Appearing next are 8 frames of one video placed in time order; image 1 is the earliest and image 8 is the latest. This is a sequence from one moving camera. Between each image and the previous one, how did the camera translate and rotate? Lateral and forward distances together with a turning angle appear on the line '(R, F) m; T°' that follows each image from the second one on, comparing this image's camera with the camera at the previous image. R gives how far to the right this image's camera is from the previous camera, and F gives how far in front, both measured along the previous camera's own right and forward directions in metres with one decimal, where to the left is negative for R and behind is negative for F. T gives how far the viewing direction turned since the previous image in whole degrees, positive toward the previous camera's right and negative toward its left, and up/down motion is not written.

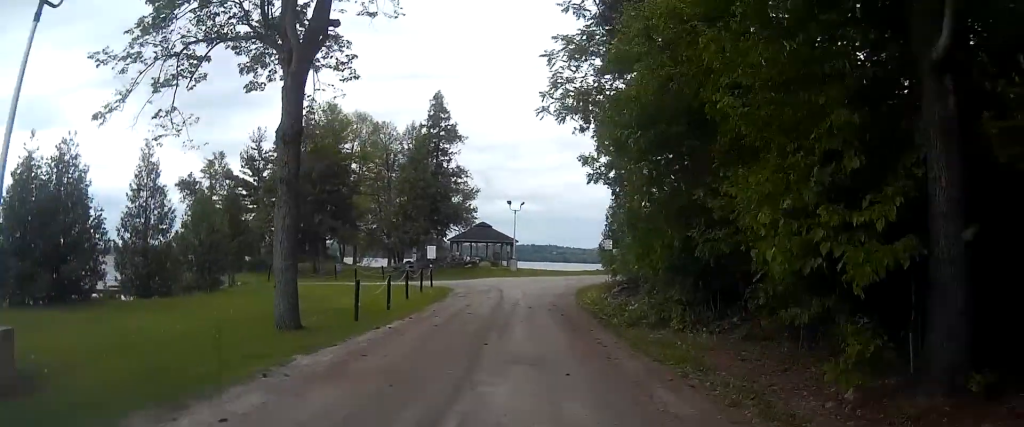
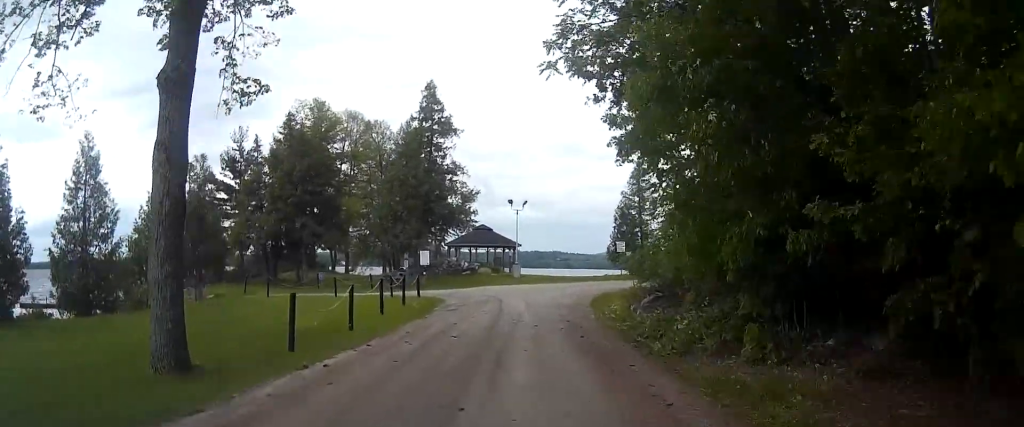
(0.0, +5.8) m; 0°
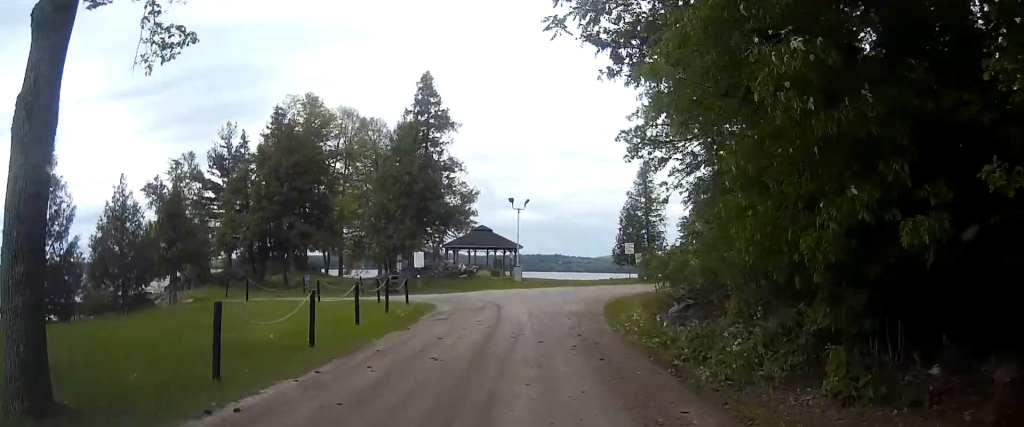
(0.0, +3.6) m; 0°
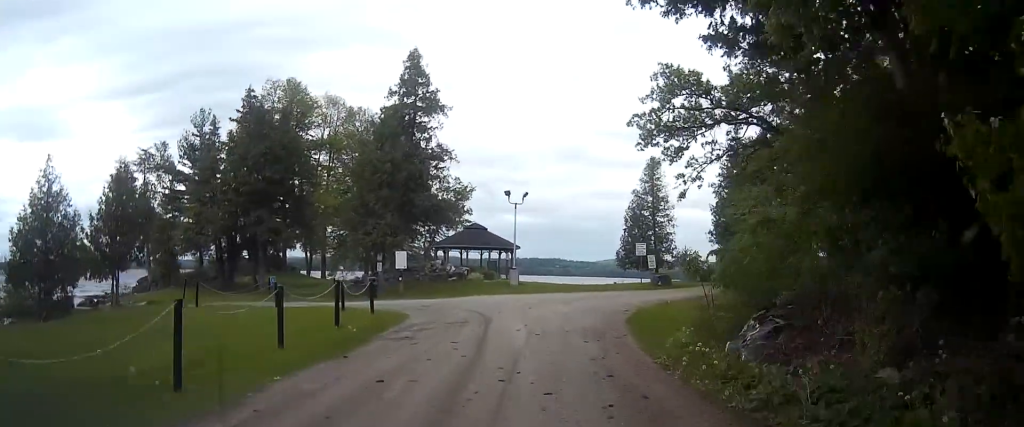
(0.0, +6.0) m; -1°
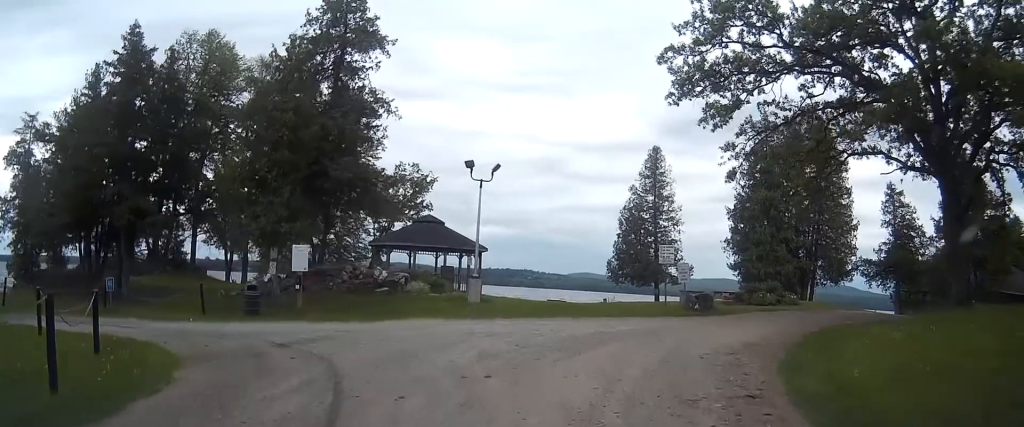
(-0.1, +16.7) m; +2°
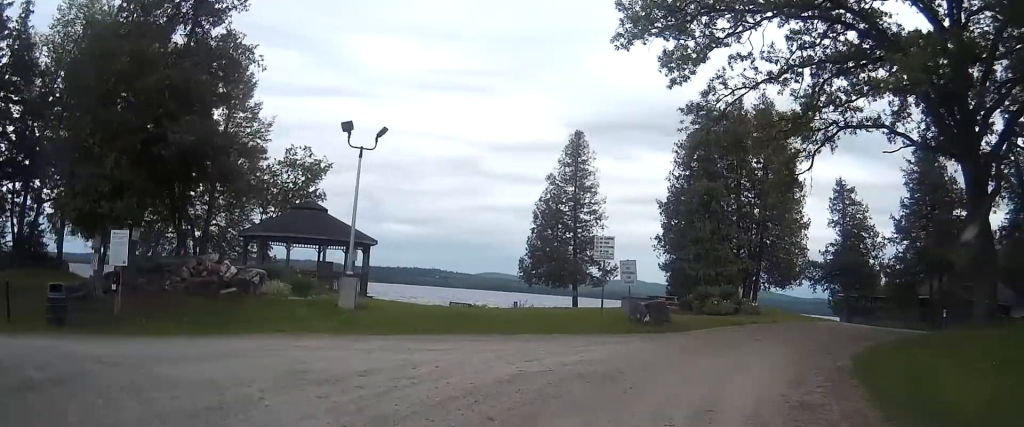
(+0.4, +8.8) m; +7°
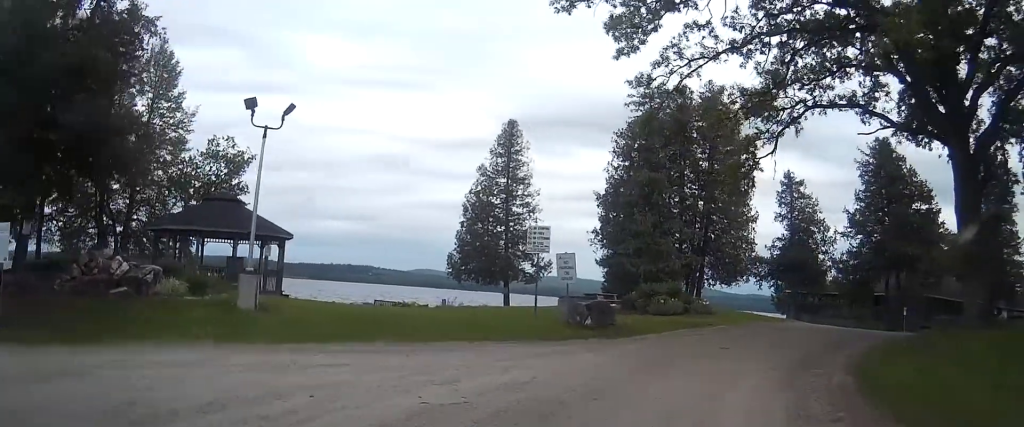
(+0.2, +3.3) m; +4°
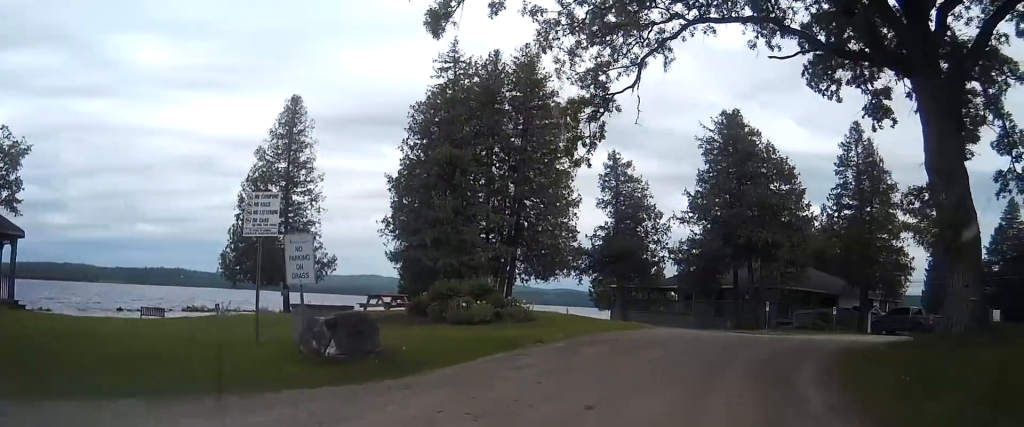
(+0.9, +8.6) m; +13°
